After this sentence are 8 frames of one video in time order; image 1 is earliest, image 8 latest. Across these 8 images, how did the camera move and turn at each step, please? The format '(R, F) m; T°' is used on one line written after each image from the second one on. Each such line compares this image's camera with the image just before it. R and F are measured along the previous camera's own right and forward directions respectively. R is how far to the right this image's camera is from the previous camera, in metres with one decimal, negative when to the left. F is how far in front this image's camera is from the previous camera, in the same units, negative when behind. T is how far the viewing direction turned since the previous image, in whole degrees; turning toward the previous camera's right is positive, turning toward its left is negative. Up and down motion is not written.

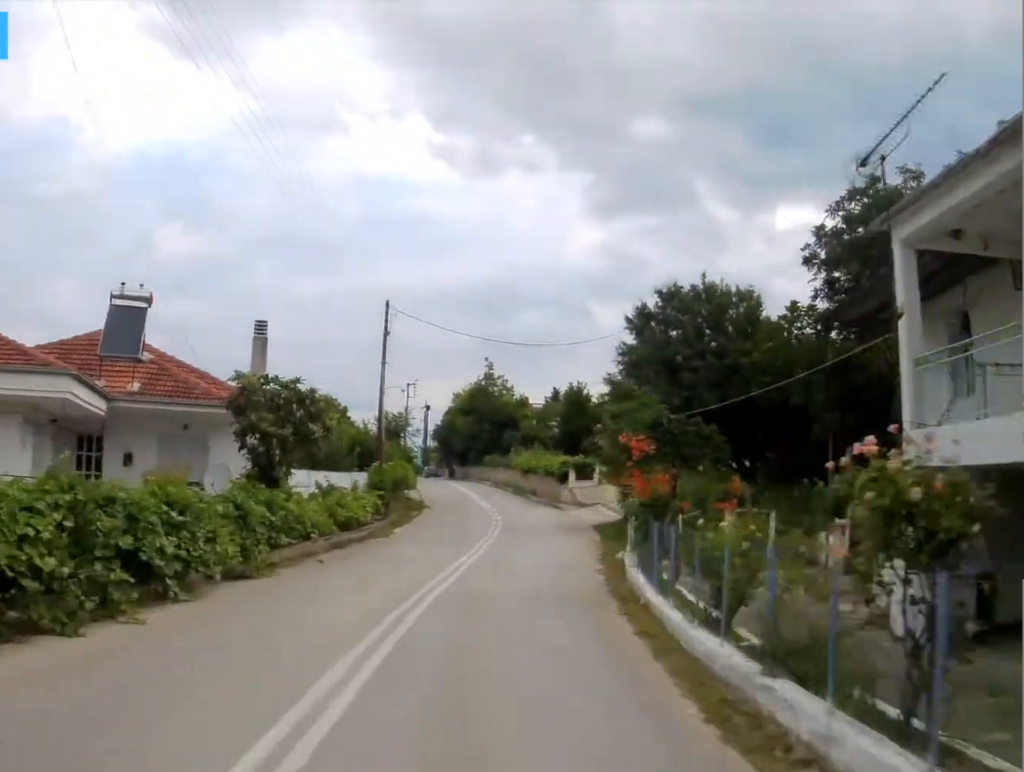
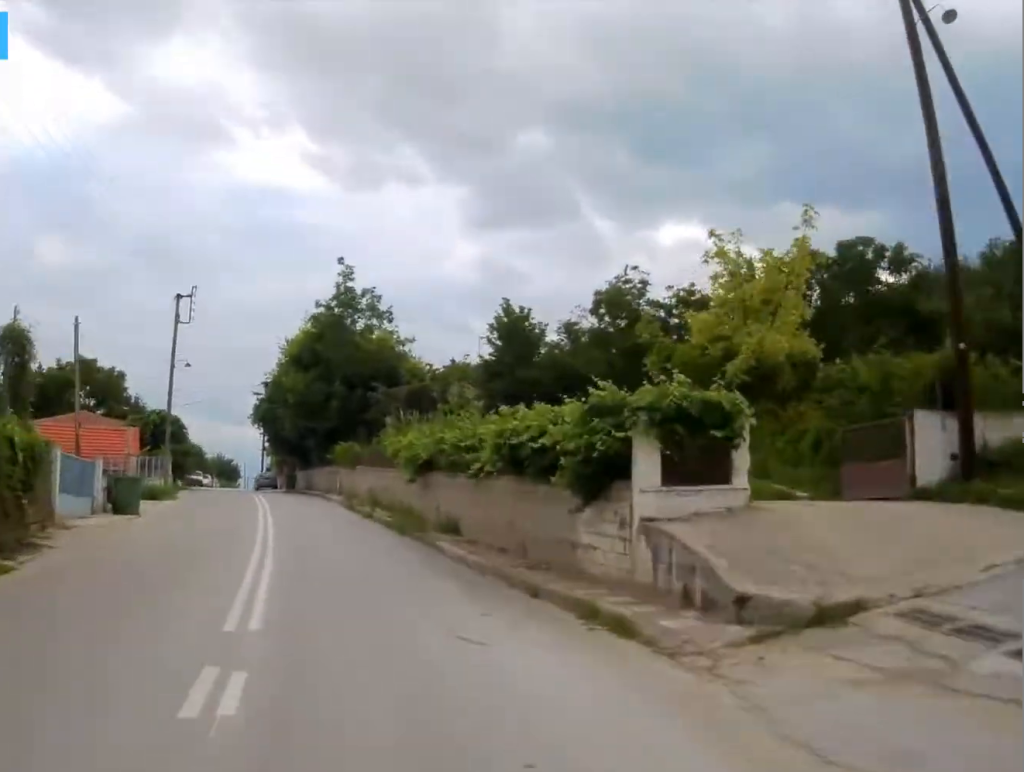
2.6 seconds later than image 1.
(+3.4, +41.0) m; +8°
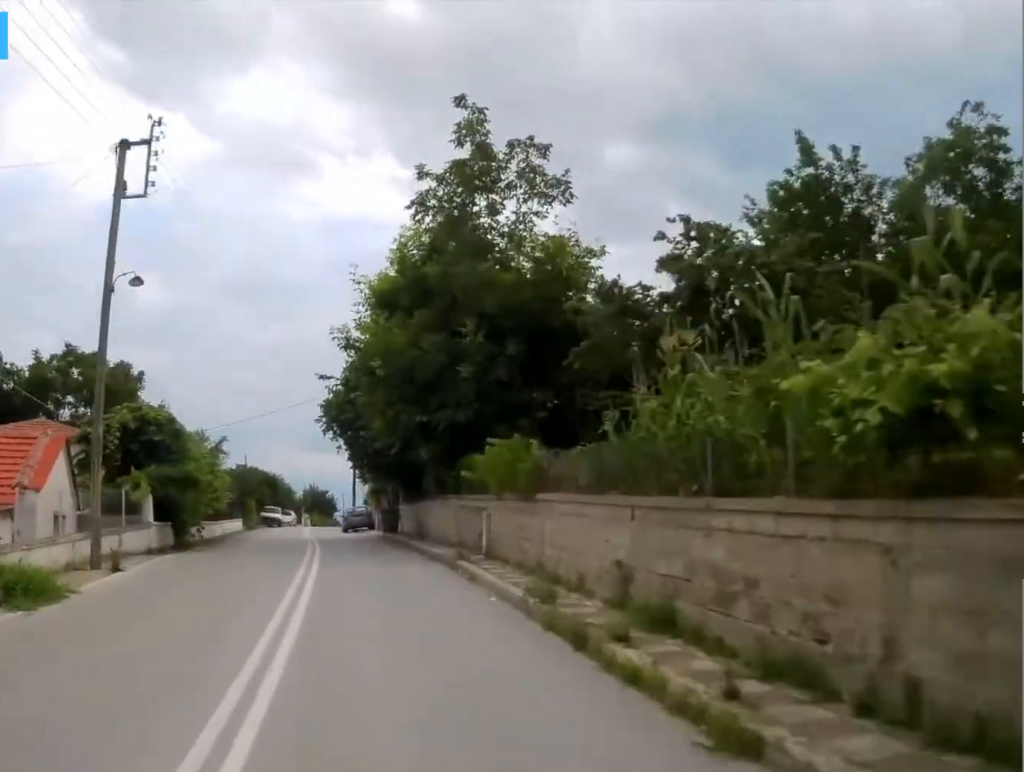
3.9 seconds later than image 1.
(-0.2, +20.9) m; -2°
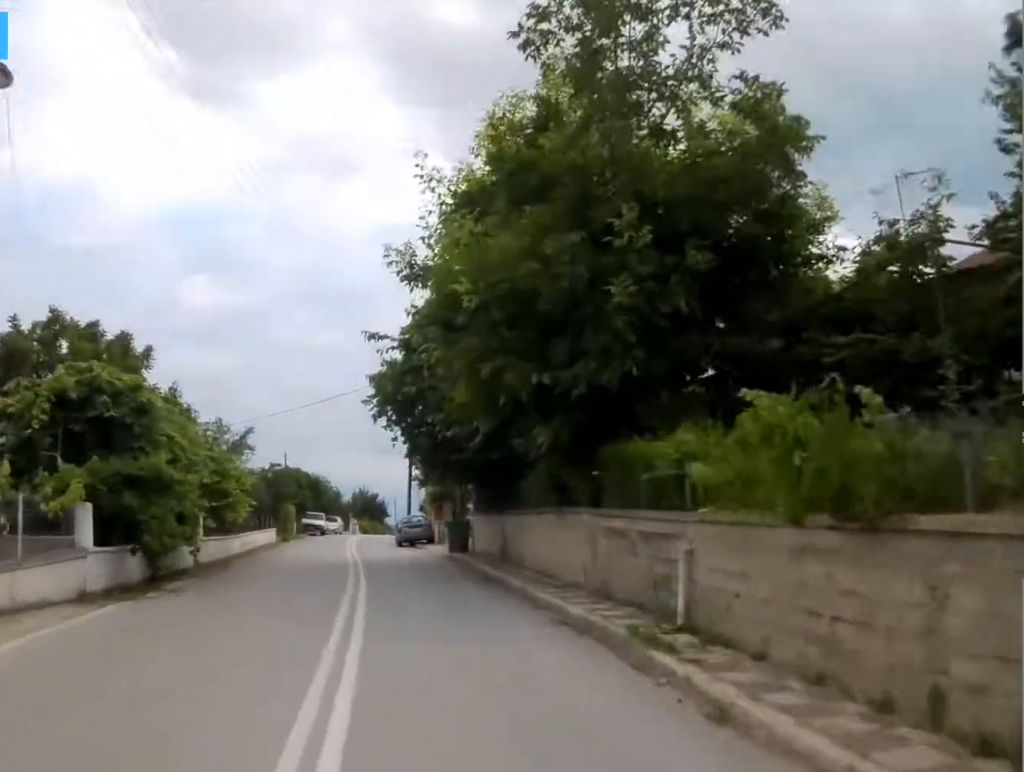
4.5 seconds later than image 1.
(0.0, +9.1) m; -2°
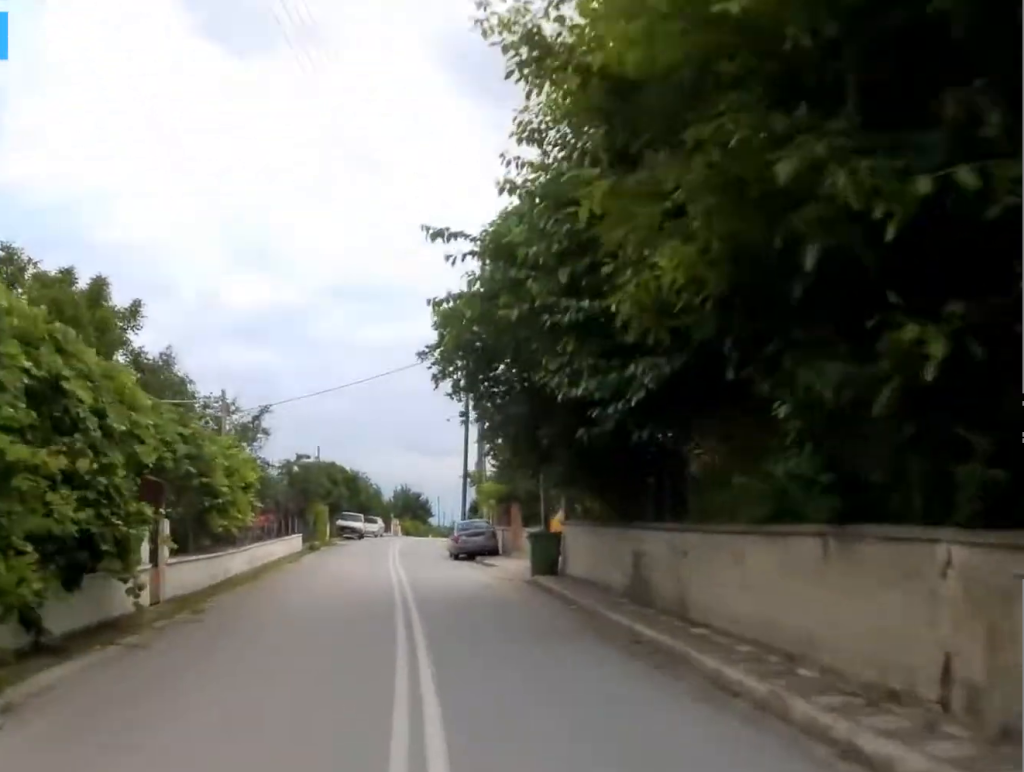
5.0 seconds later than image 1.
(-0.2, +8.0) m; -2°
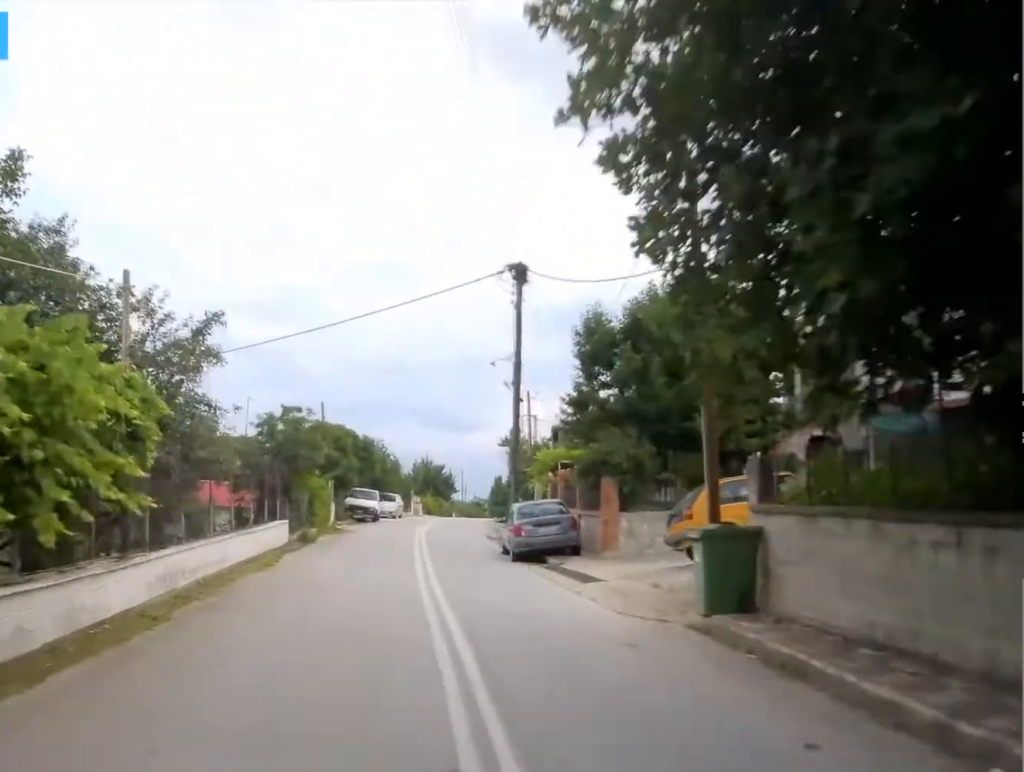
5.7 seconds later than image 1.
(-0.2, +10.8) m; -2°
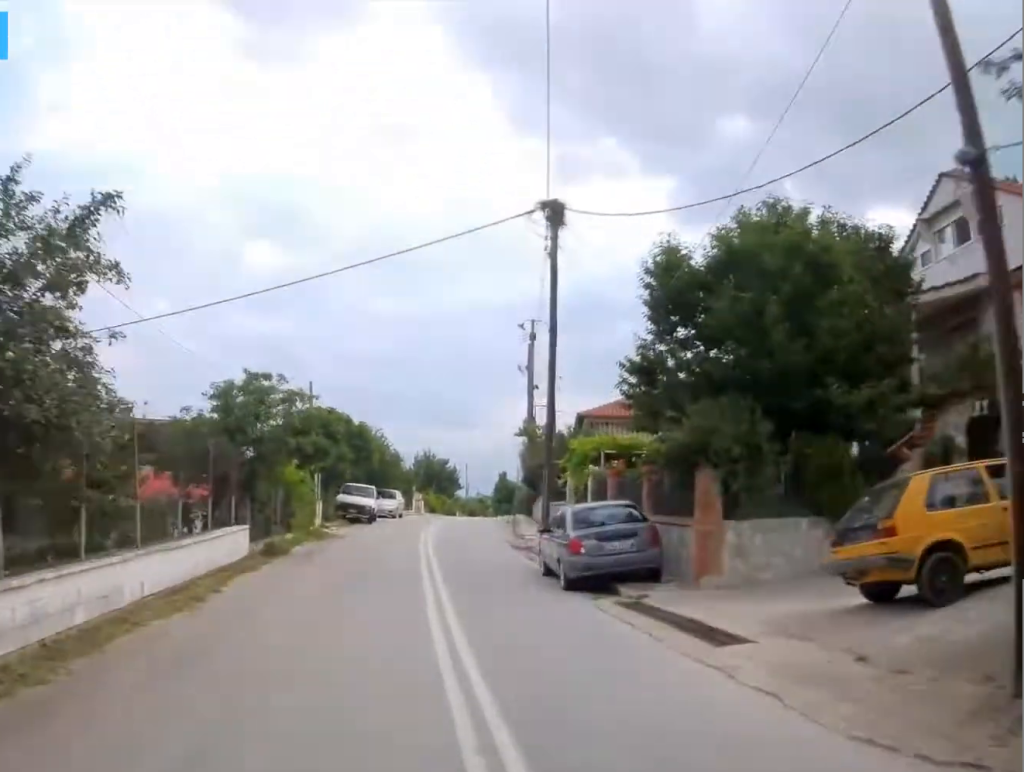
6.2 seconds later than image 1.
(-0.1, +6.2) m; 0°
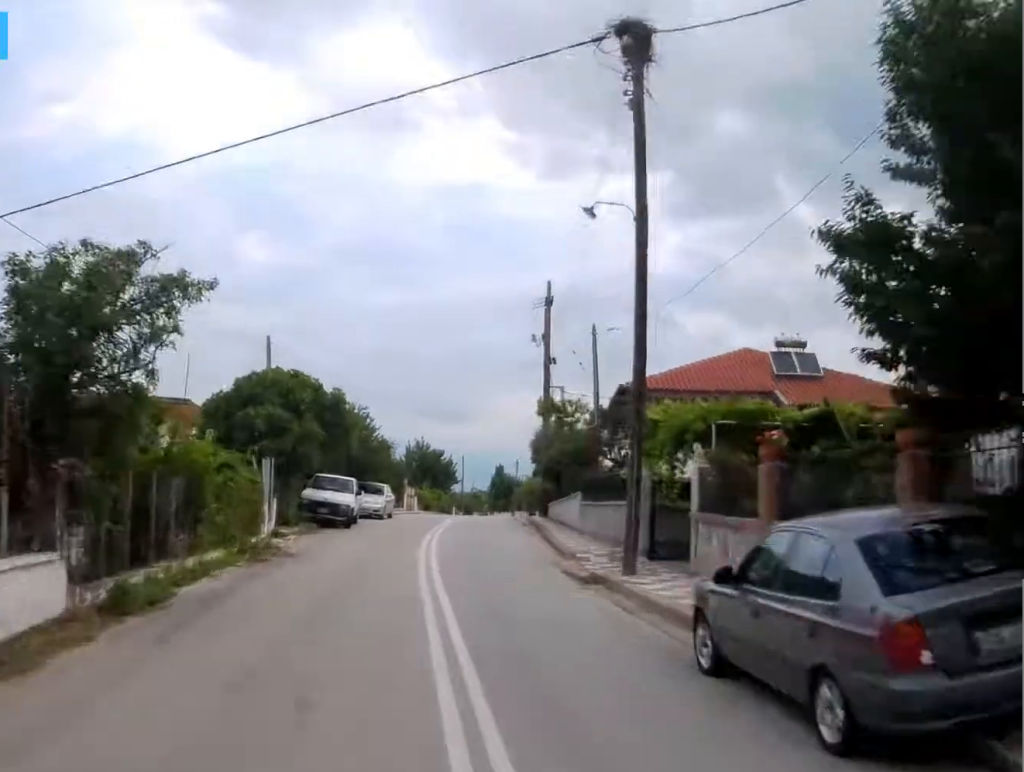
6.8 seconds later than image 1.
(-0.1, +9.2) m; 0°
